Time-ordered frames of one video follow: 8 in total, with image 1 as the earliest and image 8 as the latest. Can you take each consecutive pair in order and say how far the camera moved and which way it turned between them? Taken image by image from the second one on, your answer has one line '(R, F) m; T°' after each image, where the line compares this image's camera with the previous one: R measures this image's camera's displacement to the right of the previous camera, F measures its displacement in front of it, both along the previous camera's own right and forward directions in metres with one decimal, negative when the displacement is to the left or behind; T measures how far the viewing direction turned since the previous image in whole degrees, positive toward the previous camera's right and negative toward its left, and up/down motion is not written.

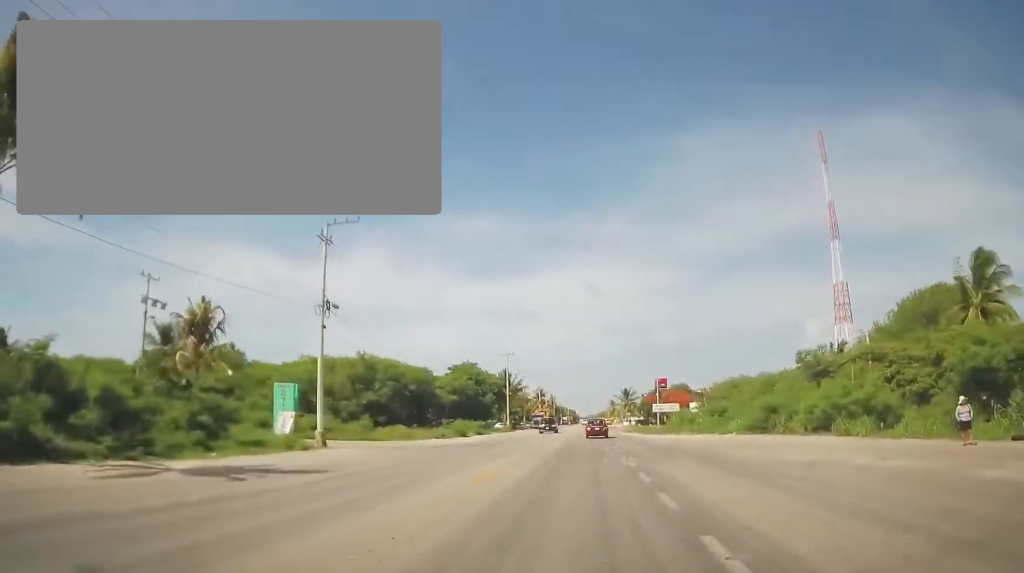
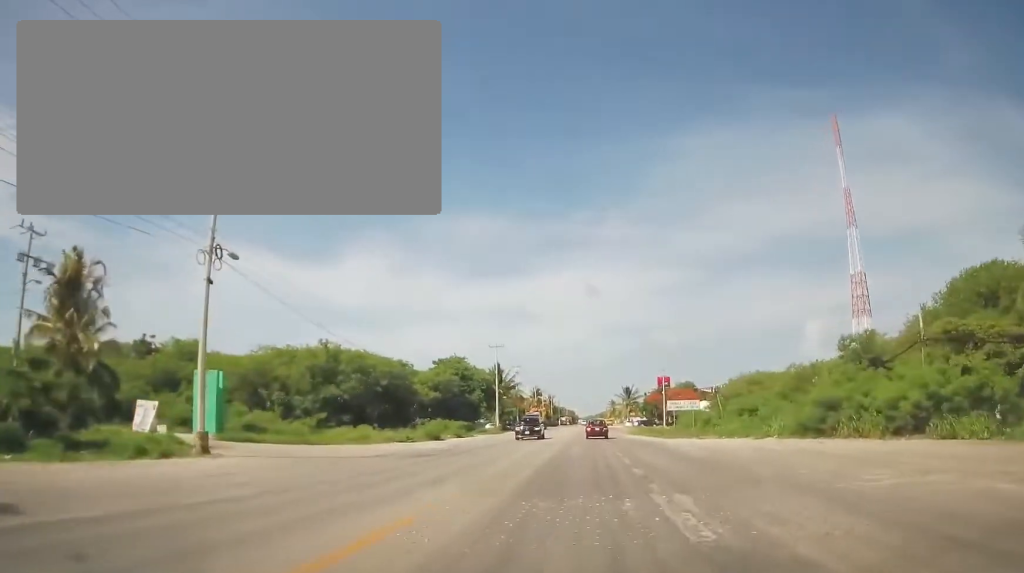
(-0.1, +10.5) m; 0°
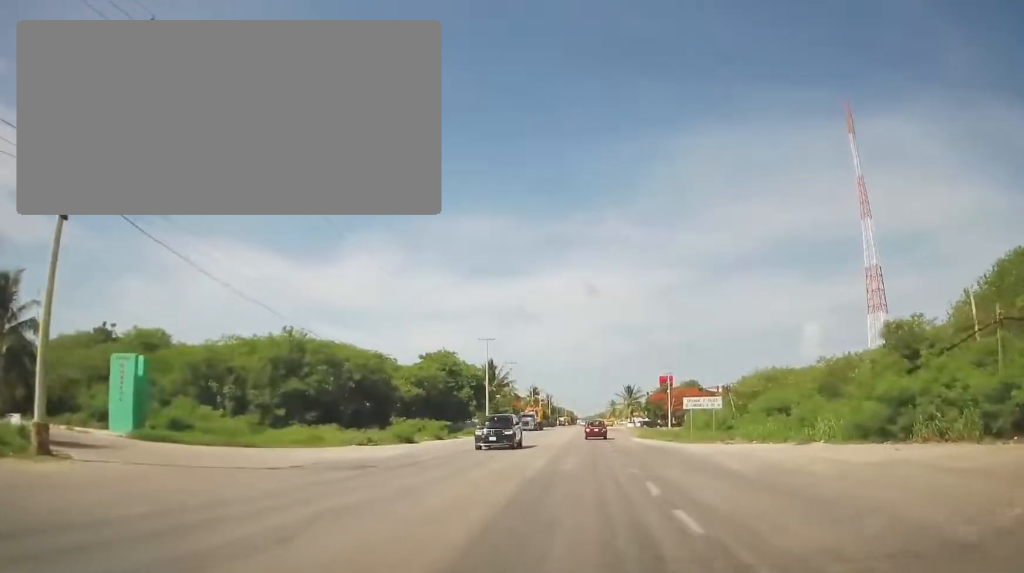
(+0.1, +7.7) m; 0°
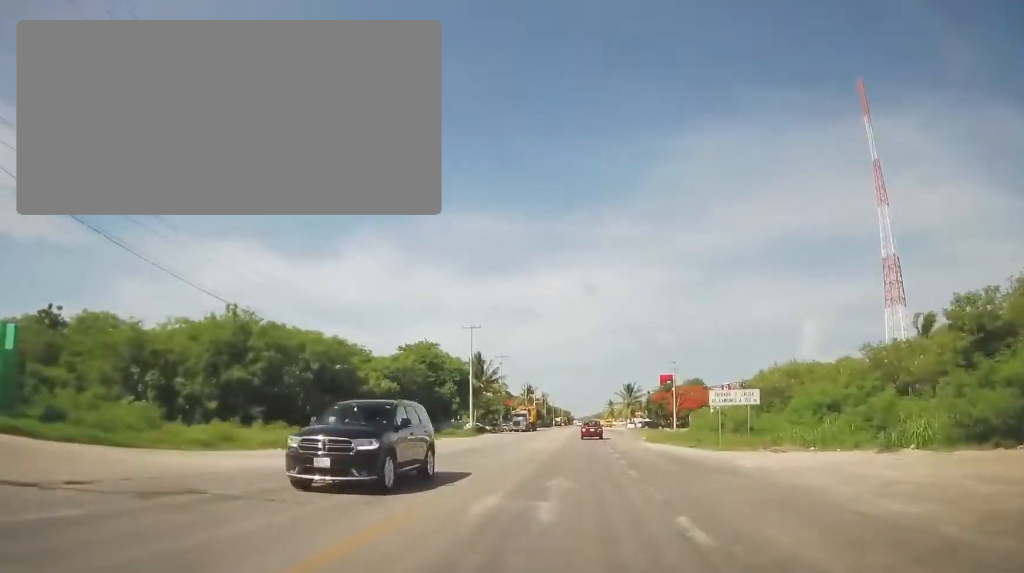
(0.0, +8.8) m; 0°
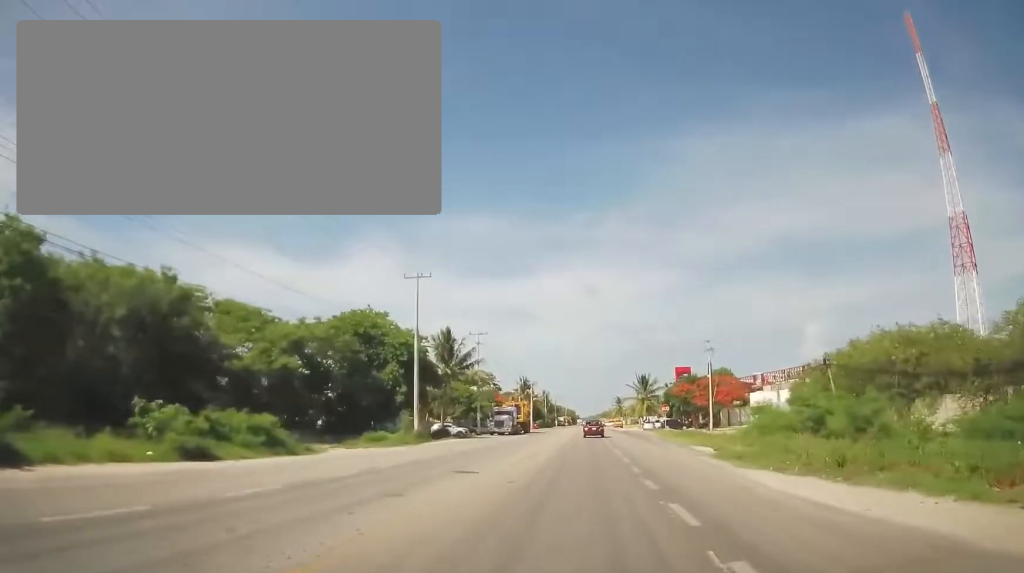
(0.0, +23.4) m; 0°
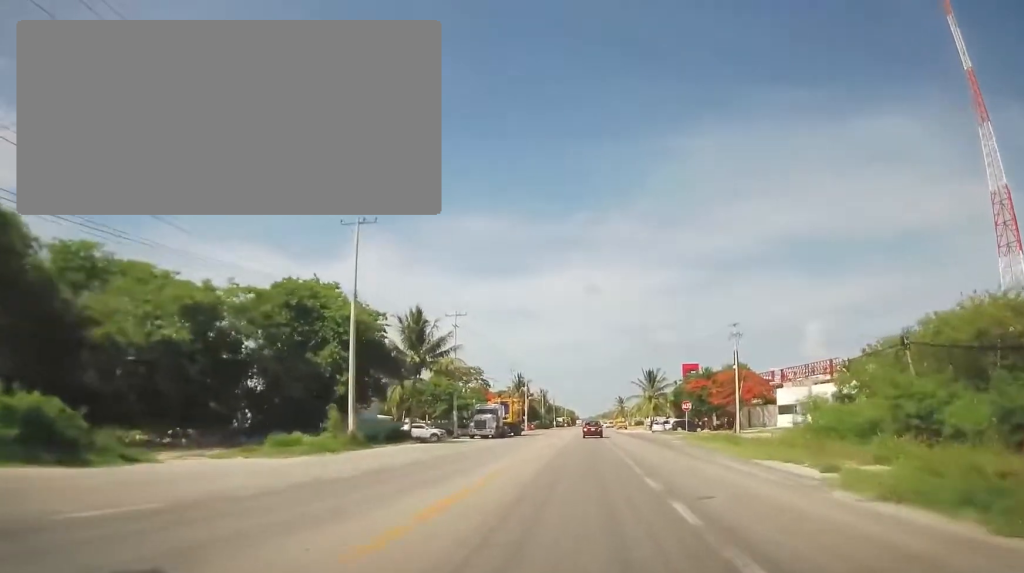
(0.0, +12.3) m; 0°
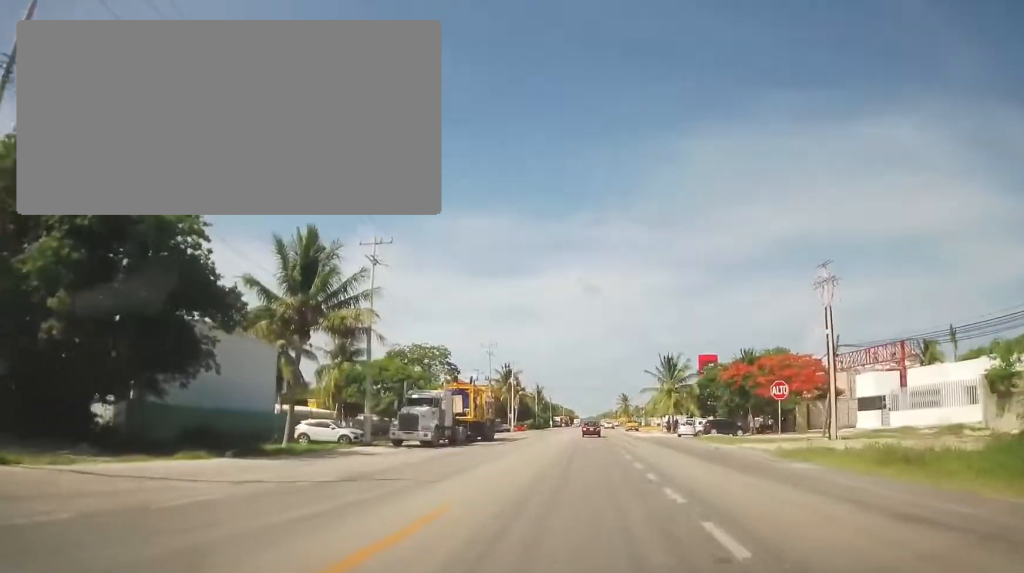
(-0.2, +22.7) m; -1°
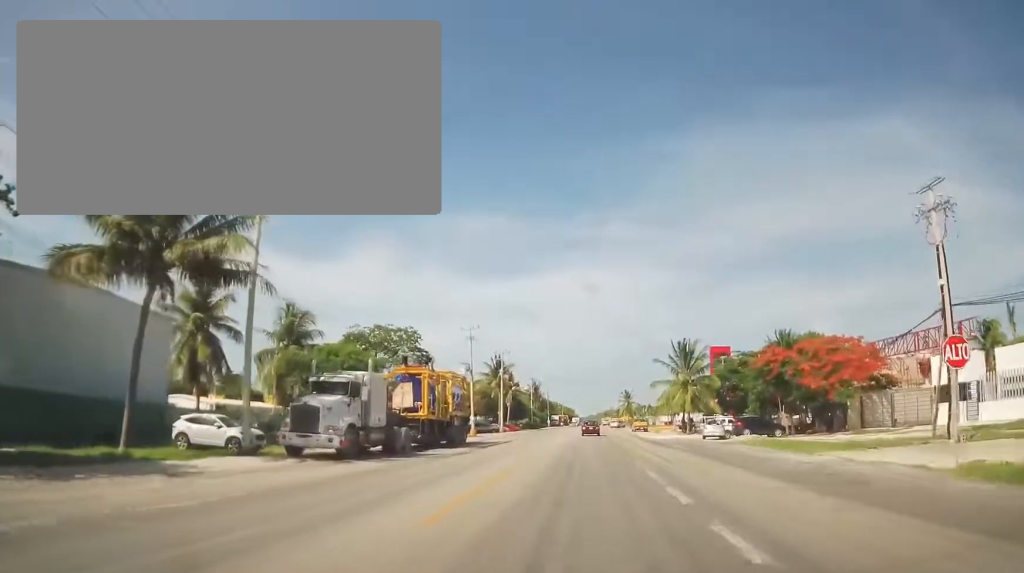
(-0.2, +12.6) m; 0°
